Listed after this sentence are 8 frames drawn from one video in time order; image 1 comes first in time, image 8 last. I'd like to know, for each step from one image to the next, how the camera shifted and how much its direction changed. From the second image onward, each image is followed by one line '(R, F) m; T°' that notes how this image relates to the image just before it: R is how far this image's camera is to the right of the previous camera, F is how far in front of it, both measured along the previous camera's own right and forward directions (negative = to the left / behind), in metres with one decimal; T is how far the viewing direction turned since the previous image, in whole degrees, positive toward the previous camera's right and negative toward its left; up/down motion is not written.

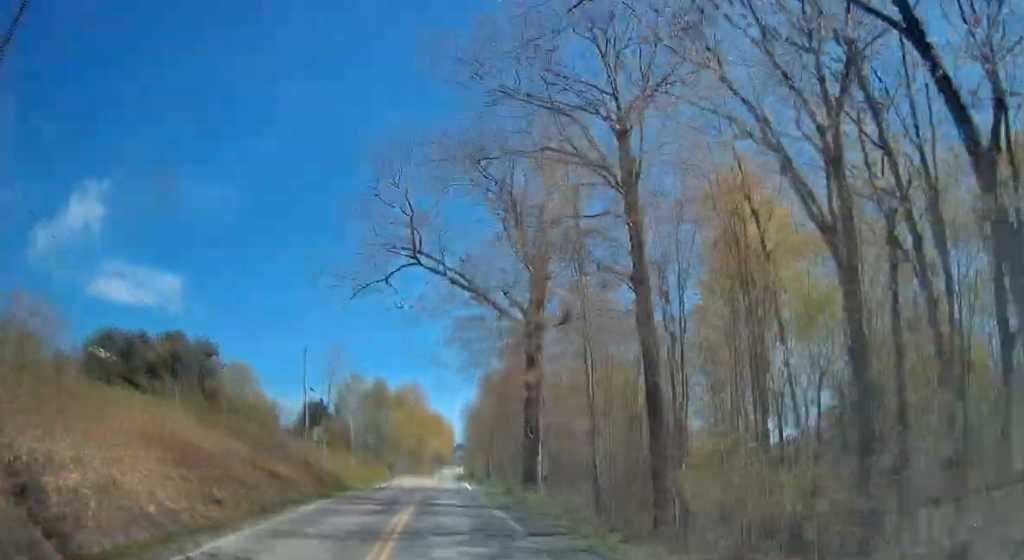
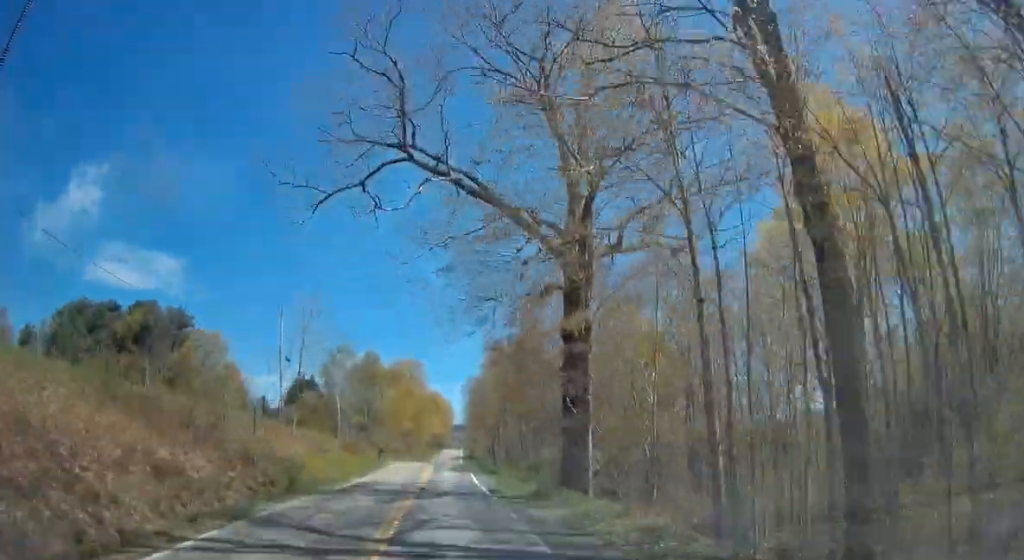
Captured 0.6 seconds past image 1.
(0.0, +10.3) m; 0°
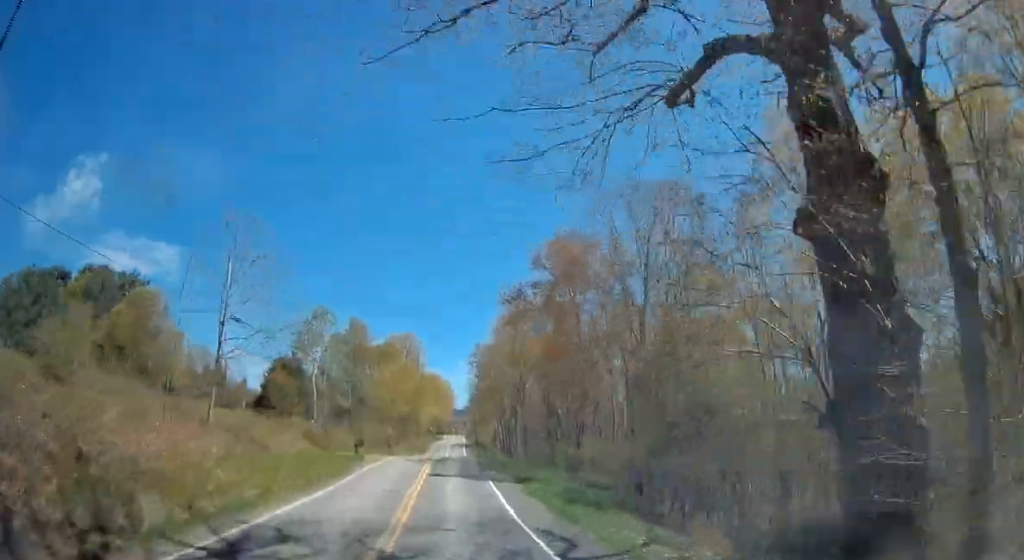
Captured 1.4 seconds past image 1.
(0.0, +14.9) m; -1°
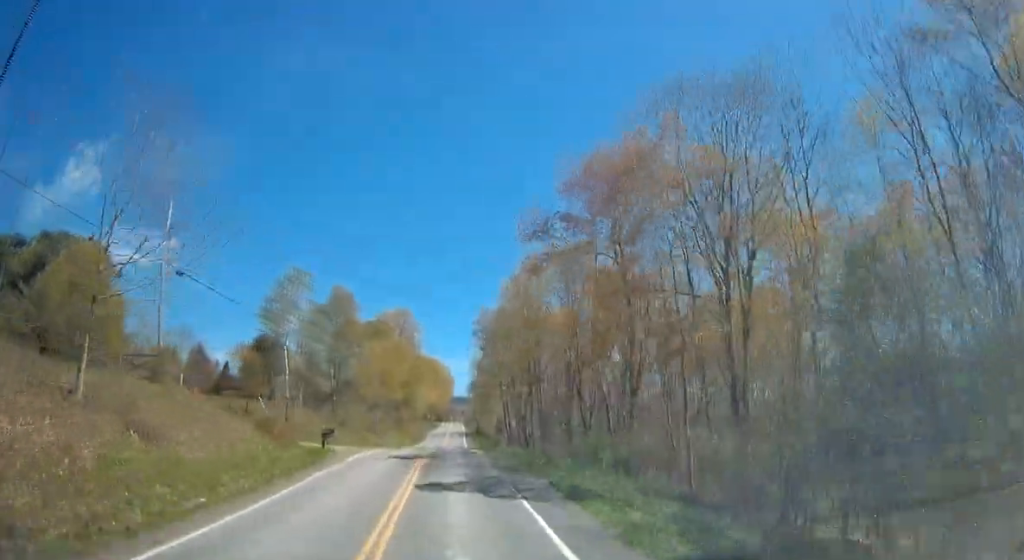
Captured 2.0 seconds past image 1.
(-0.1, +10.3) m; -1°
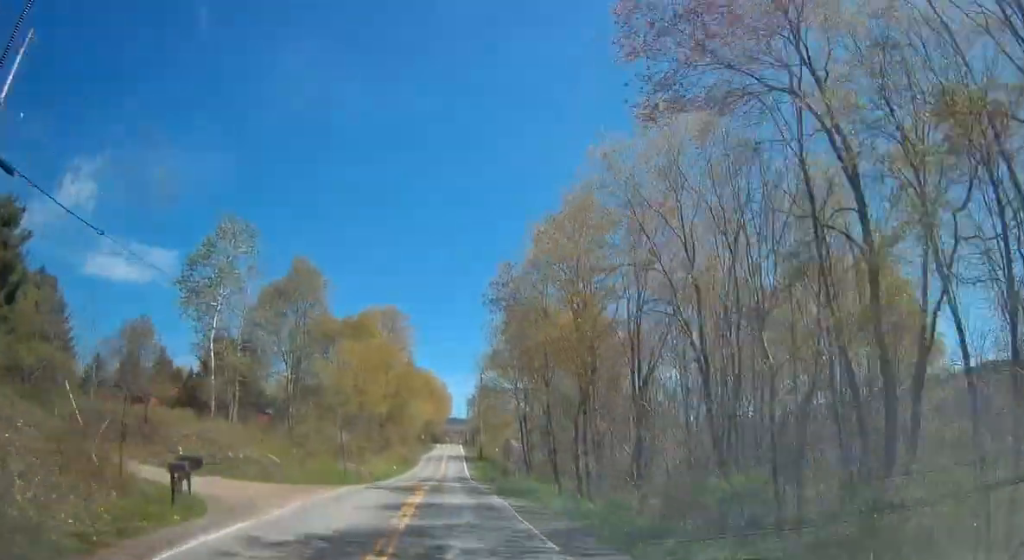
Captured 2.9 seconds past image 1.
(-0.2, +16.7) m; 0°
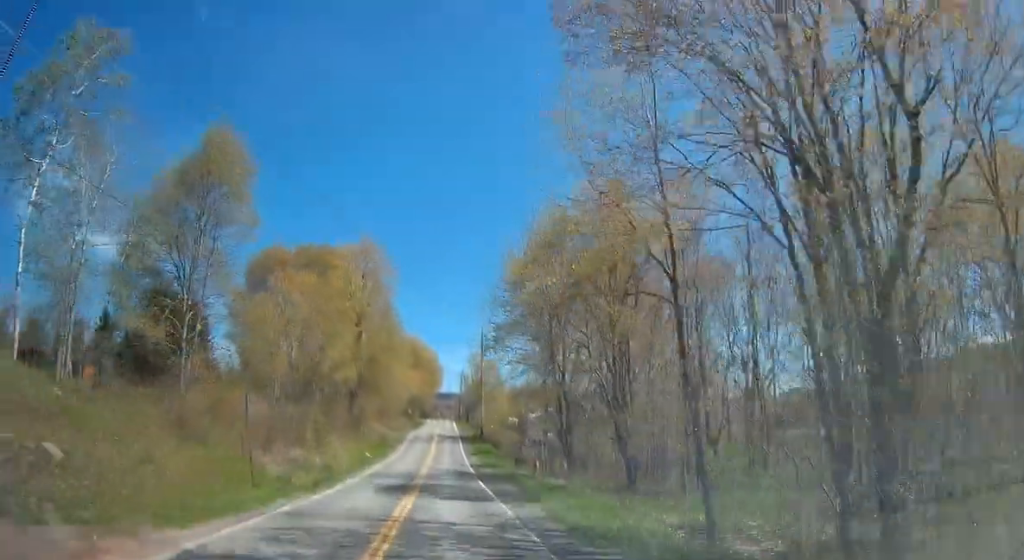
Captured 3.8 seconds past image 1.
(+0.1, +18.7) m; +1°
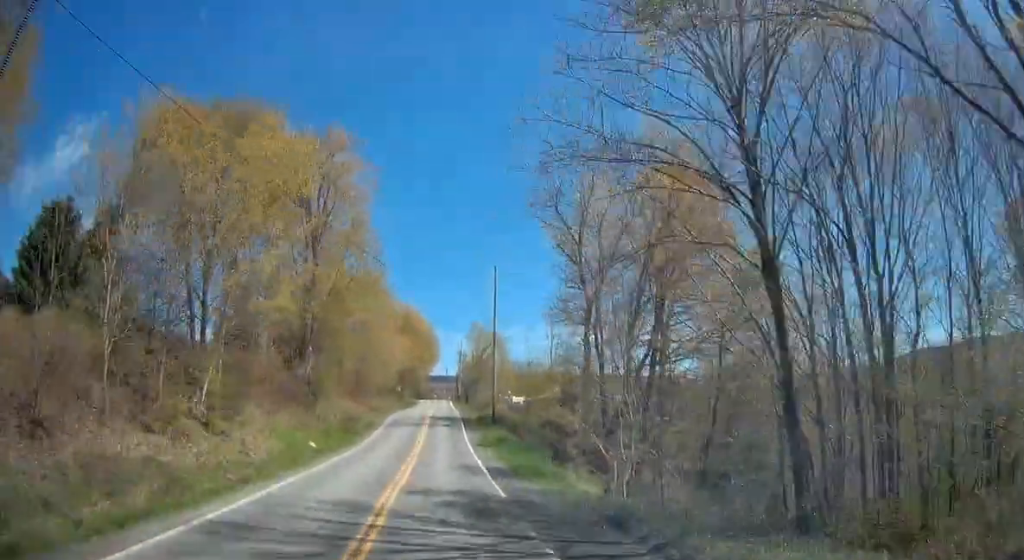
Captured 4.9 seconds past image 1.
(+0.2, +20.6) m; +1°
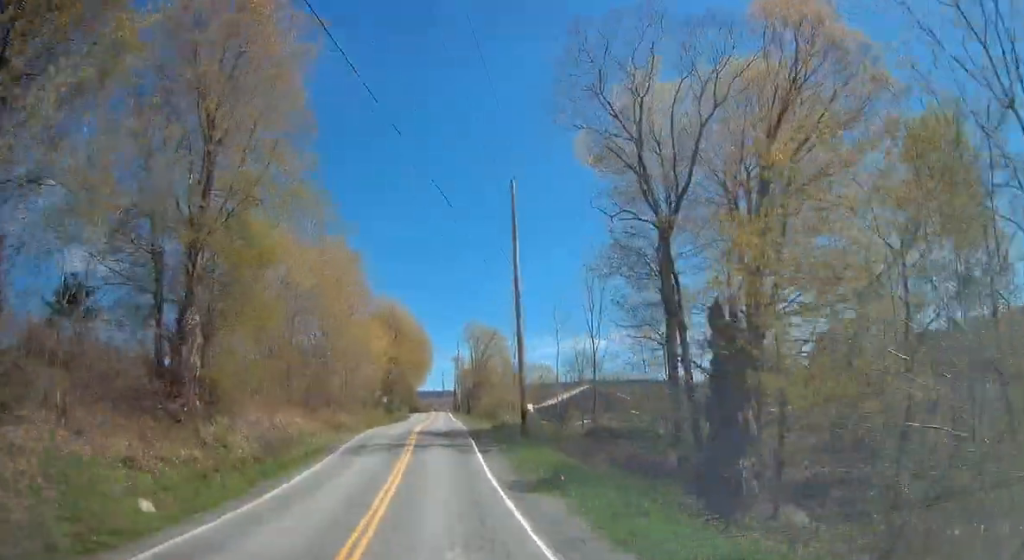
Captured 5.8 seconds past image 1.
(0.0, +18.5) m; +1°
